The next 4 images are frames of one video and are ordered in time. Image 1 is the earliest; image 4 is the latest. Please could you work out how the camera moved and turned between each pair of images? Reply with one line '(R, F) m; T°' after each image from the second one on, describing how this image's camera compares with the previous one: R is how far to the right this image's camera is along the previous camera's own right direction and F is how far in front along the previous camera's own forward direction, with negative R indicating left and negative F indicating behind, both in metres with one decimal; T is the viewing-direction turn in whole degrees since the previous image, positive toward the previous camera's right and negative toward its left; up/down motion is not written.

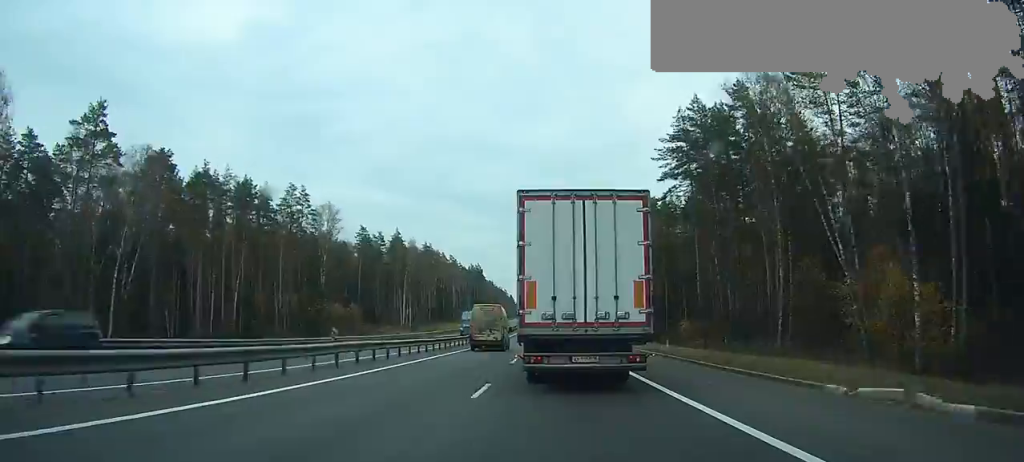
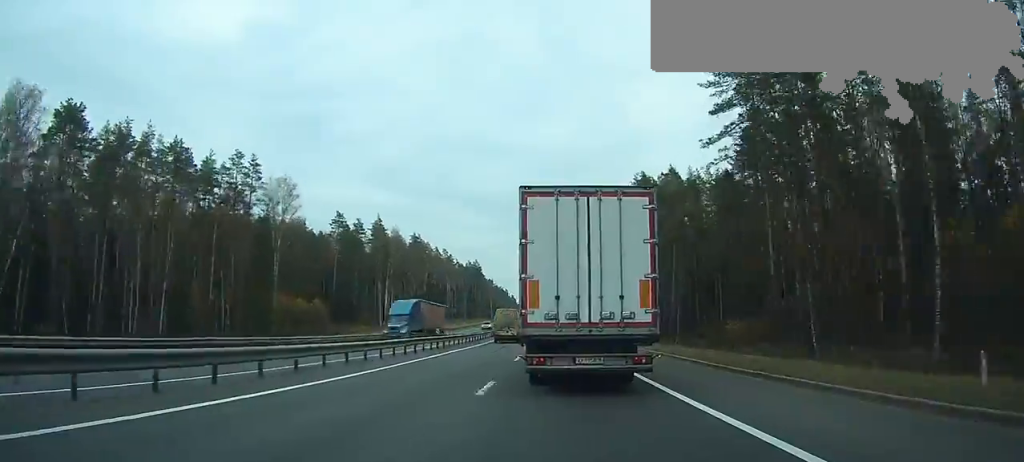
(-0.1, +24.3) m; 0°
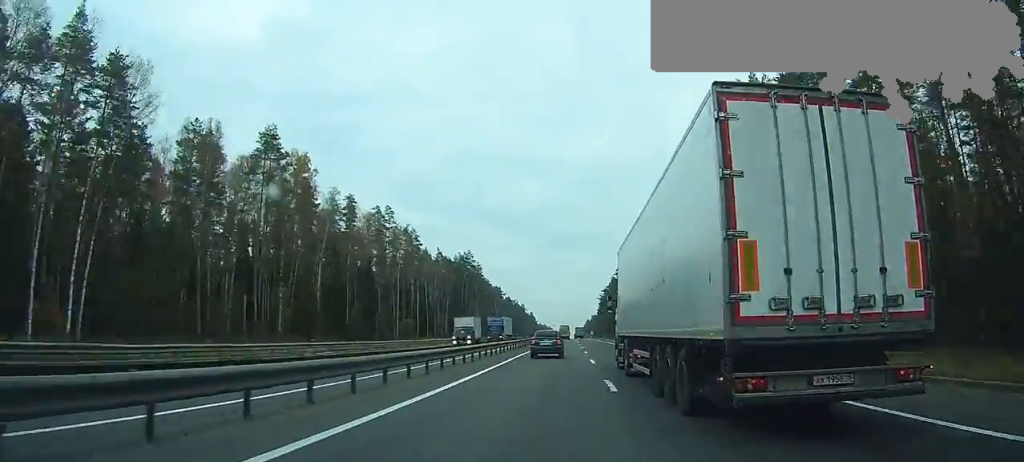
(-2.1, +114.2) m; -1°
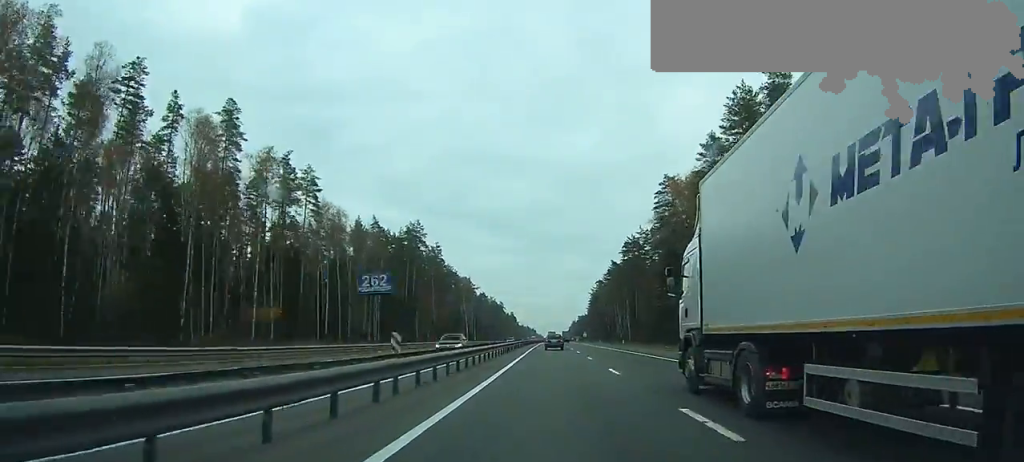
(+0.4, +66.3) m; +1°
